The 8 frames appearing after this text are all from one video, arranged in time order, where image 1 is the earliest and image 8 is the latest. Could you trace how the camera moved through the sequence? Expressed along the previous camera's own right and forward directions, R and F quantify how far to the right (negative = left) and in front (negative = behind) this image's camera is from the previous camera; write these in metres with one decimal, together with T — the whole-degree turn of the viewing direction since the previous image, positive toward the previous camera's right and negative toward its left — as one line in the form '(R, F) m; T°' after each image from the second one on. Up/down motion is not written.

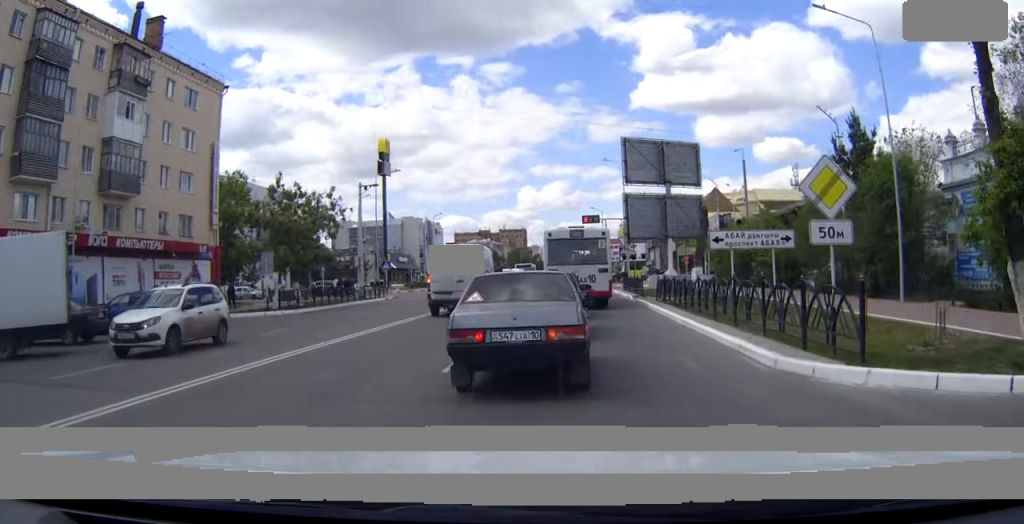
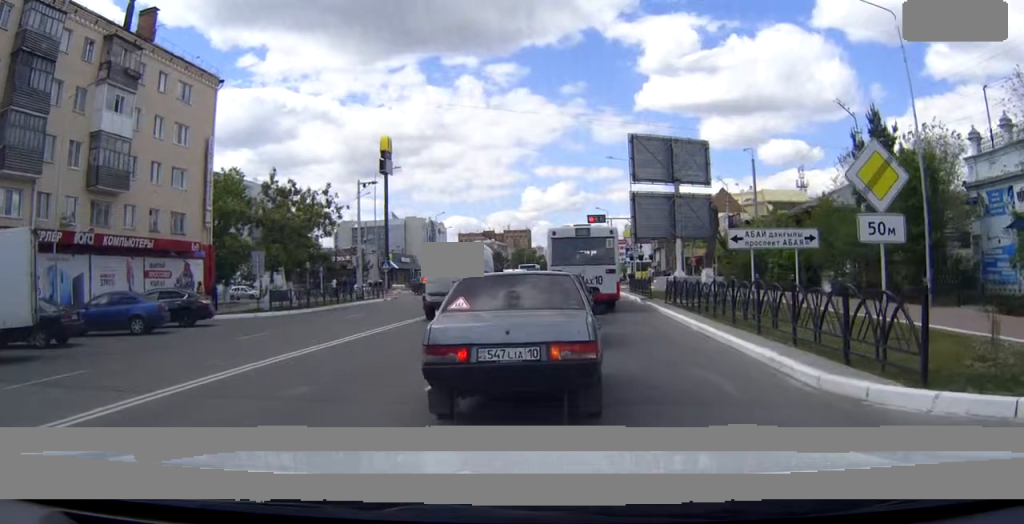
(0.0, +1.2) m; 0°
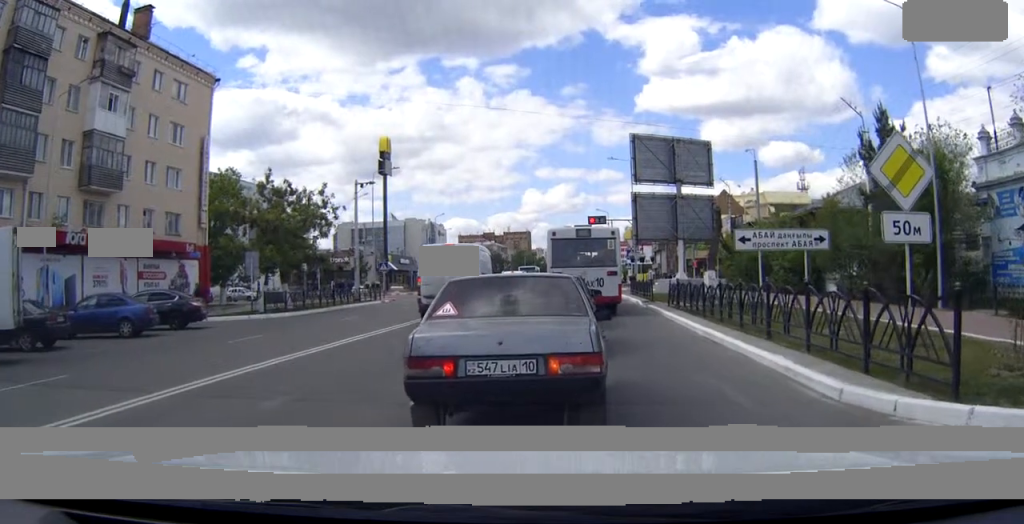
(-0.1, +0.6) m; 0°
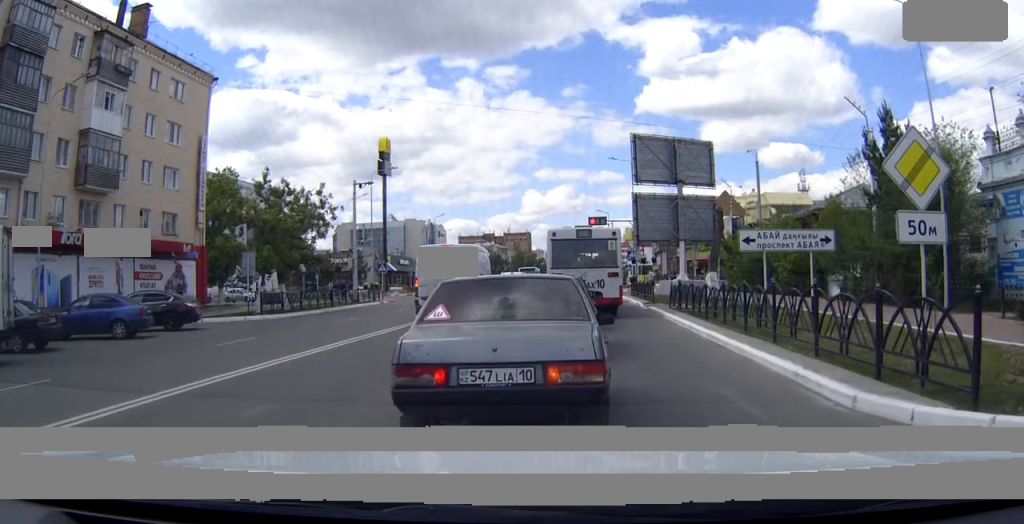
(-0.1, +0.3) m; 0°
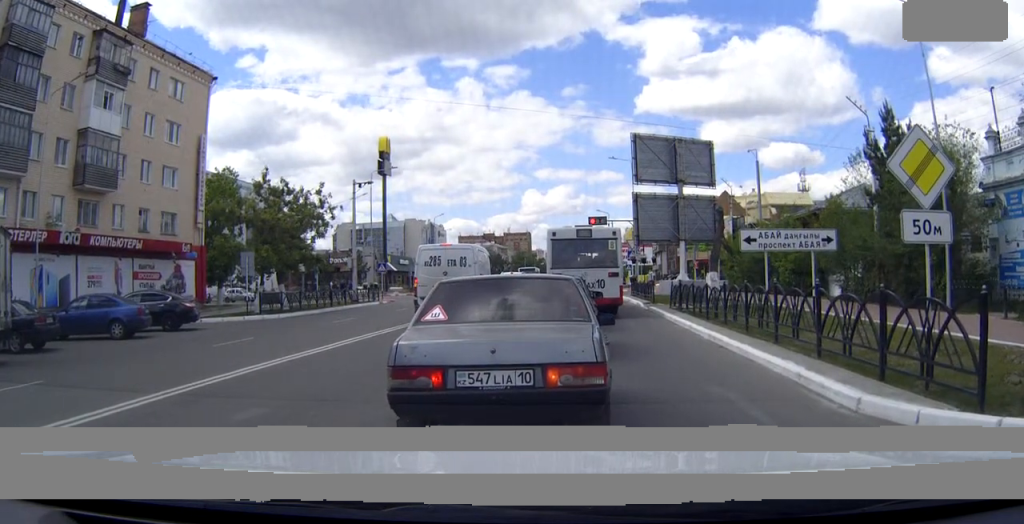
(0.0, +0.1) m; 0°
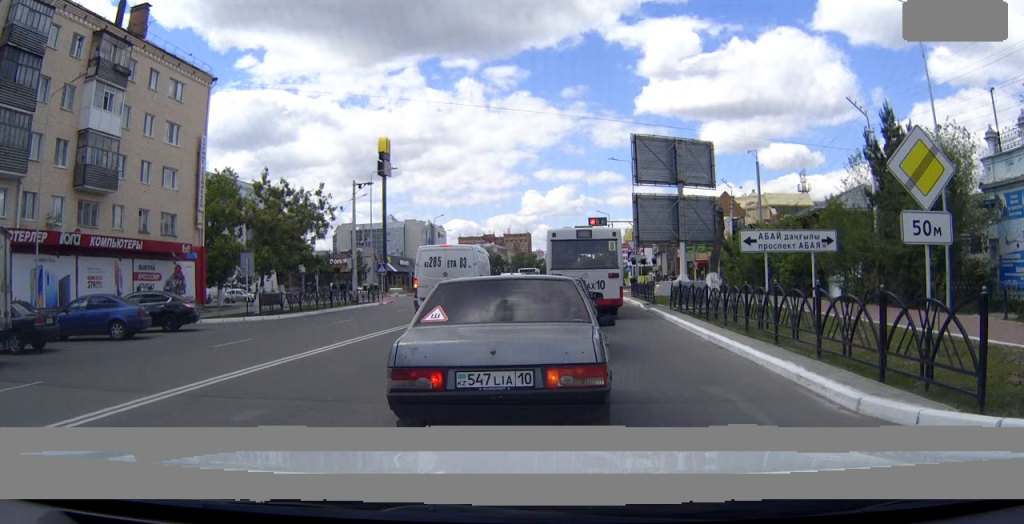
(0.0, 0.0) m; 0°
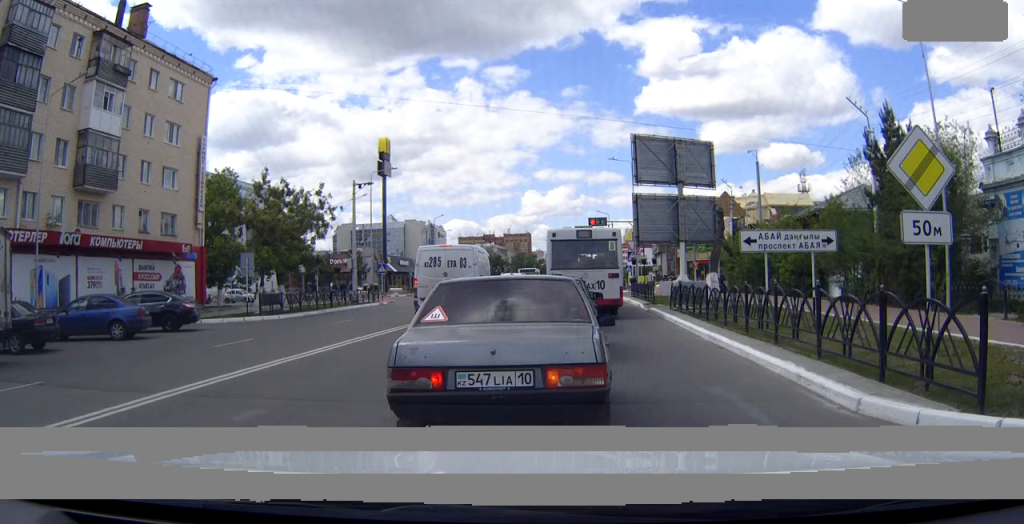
(0.0, 0.0) m; 0°
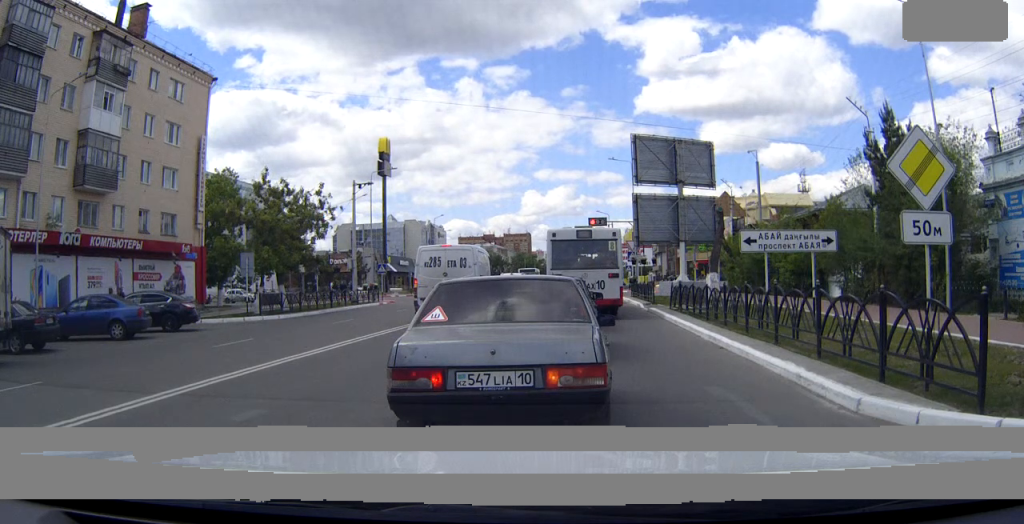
(0.0, 0.0) m; 0°
